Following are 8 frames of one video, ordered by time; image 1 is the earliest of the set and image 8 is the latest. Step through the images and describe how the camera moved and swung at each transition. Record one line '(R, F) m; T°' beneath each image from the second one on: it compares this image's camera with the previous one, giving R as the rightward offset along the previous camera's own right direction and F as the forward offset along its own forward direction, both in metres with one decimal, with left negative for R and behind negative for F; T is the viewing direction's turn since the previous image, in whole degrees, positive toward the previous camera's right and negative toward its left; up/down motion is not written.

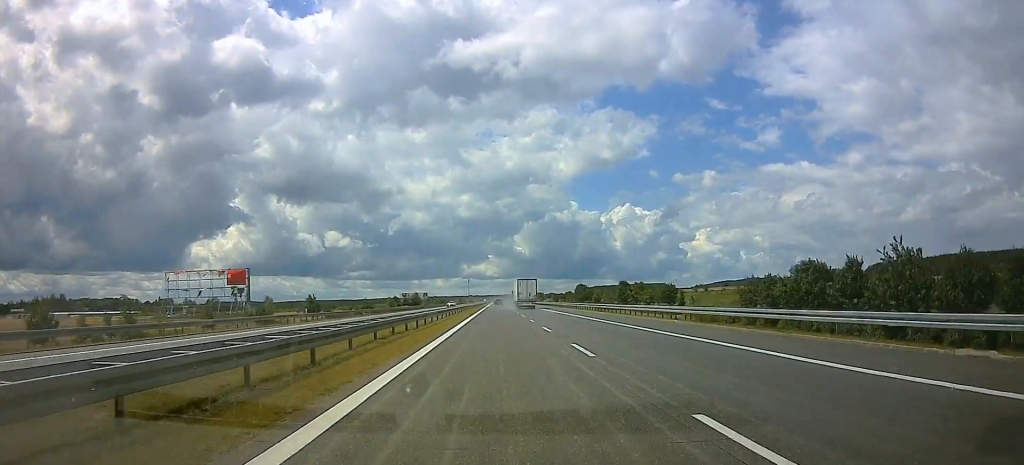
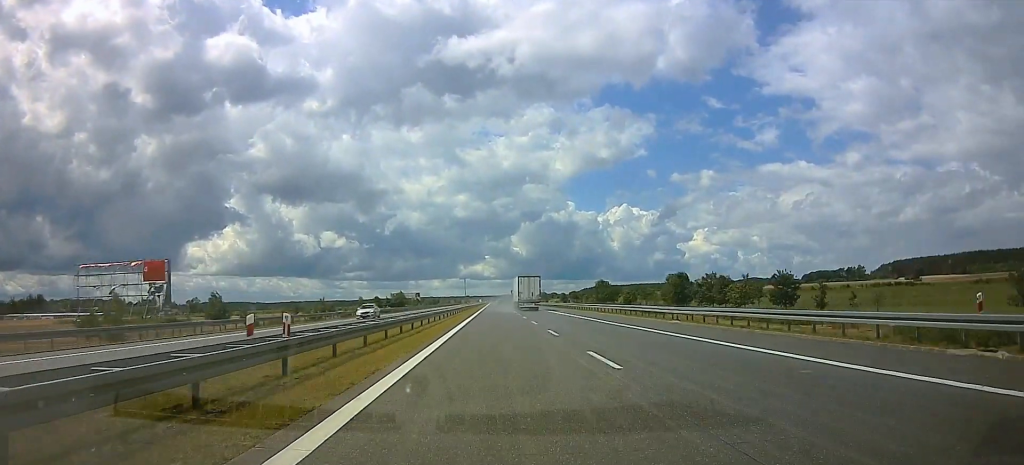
(+0.1, +49.0) m; 0°
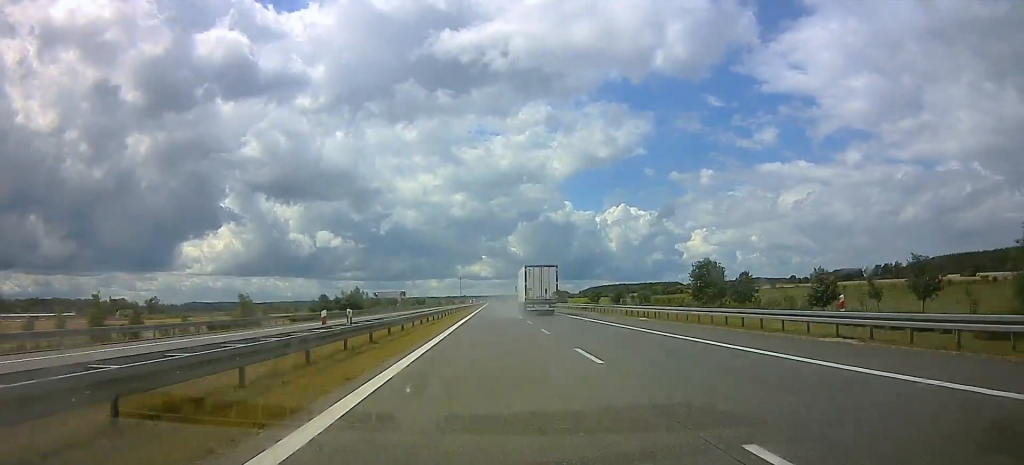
(+0.2, +94.8) m; 0°
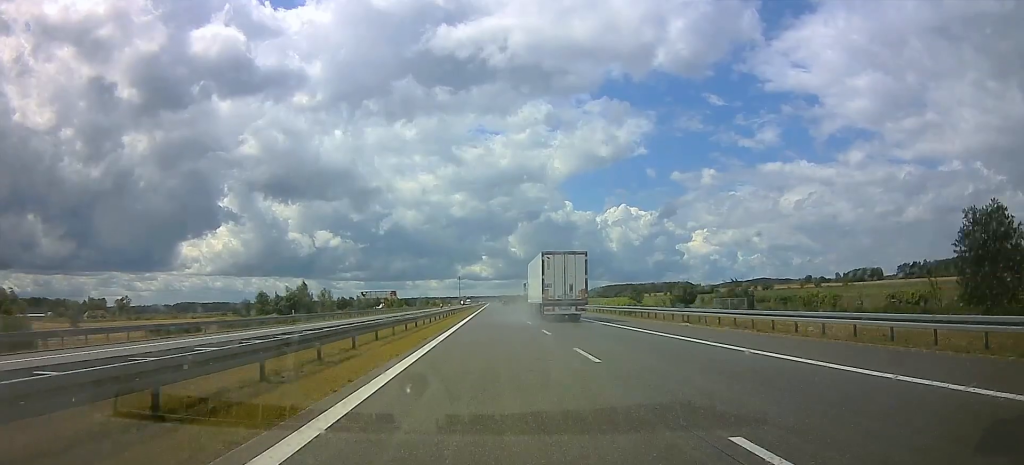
(0.0, +58.8) m; 0°
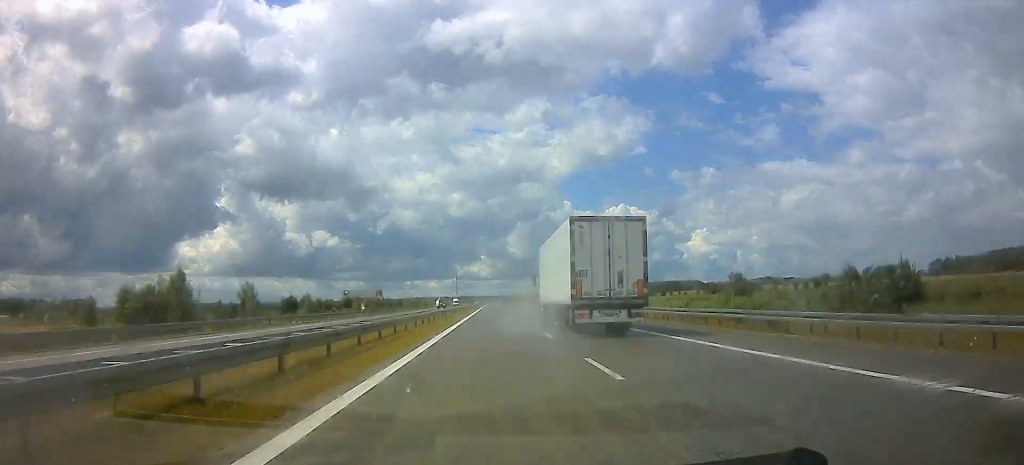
(0.0, +62.1) m; 0°
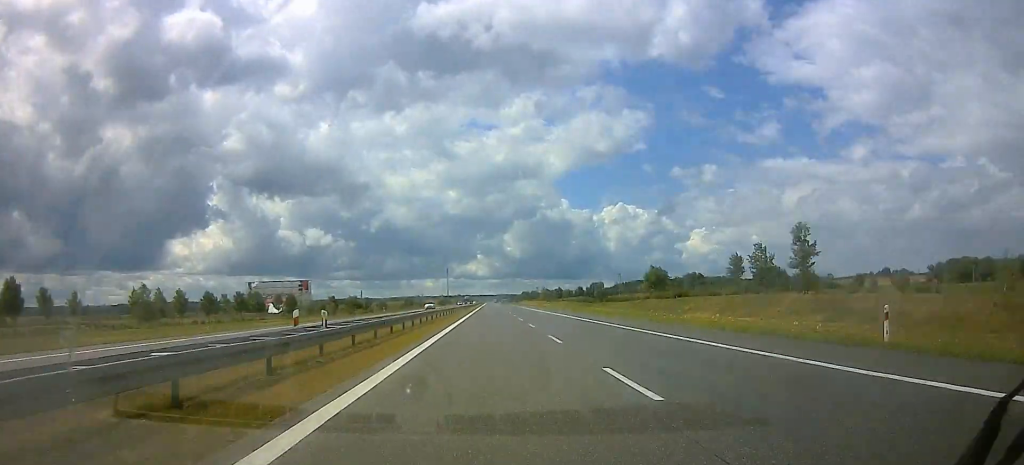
(+0.7, +180.1) m; +1°
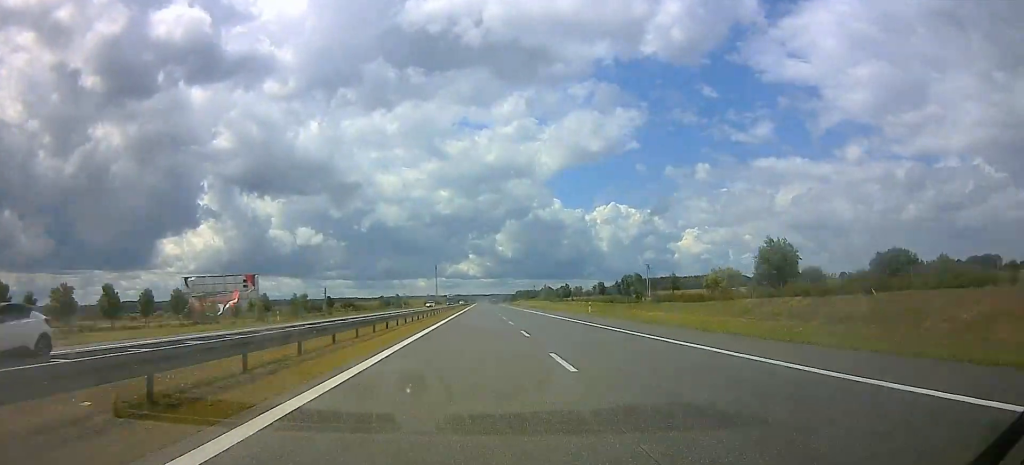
(+0.3, +55.6) m; 0°
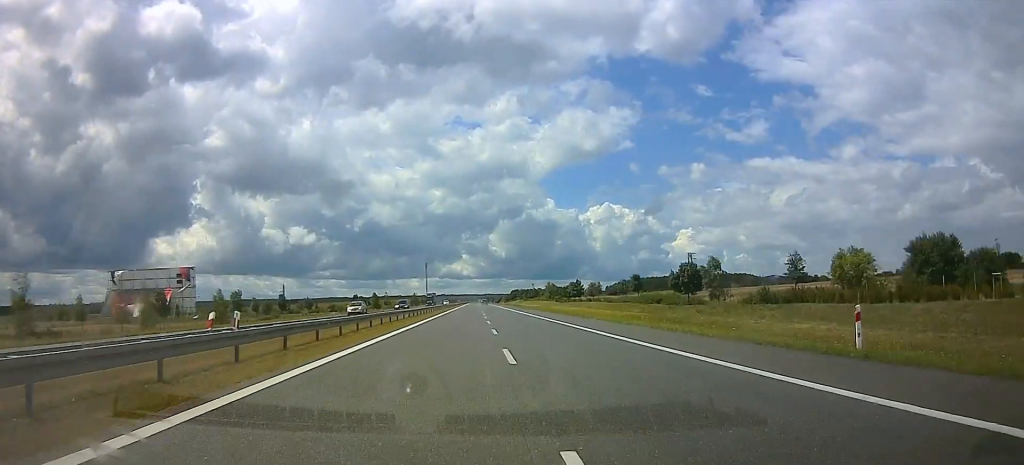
(0.0, +45.8) m; 0°
